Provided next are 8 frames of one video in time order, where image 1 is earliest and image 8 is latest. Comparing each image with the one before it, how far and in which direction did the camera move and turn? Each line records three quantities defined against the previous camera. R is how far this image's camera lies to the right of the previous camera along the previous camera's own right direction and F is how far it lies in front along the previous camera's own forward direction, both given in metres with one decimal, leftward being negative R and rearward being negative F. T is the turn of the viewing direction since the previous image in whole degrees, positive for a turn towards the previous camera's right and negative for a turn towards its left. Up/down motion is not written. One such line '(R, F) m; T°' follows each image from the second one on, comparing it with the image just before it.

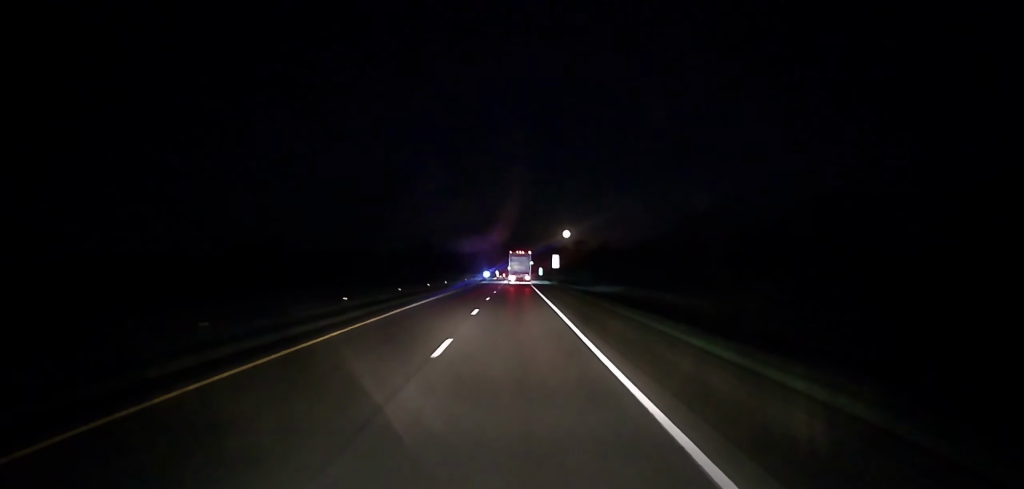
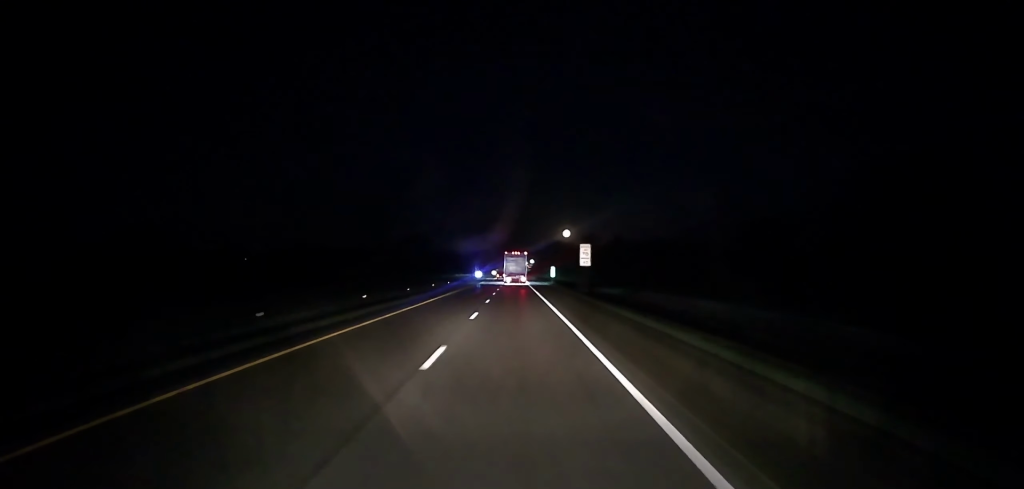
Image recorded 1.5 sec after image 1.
(+0.3, +50.0) m; +1°
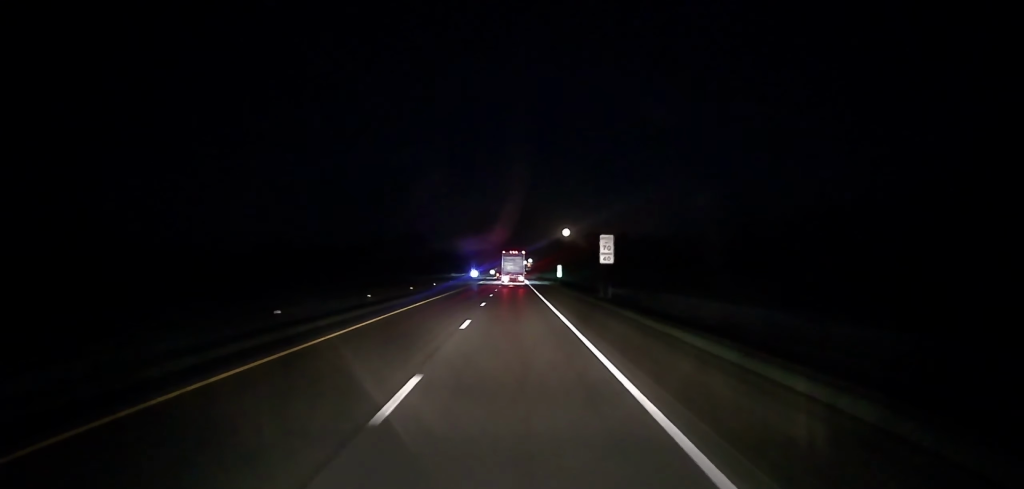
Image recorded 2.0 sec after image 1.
(0.0, +16.2) m; 0°
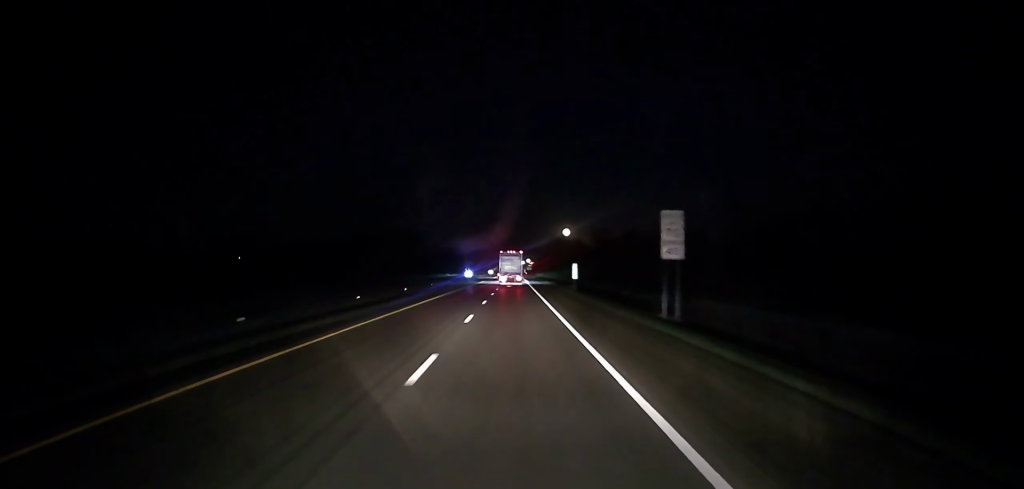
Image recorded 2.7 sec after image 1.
(0.0, +21.6) m; 0°
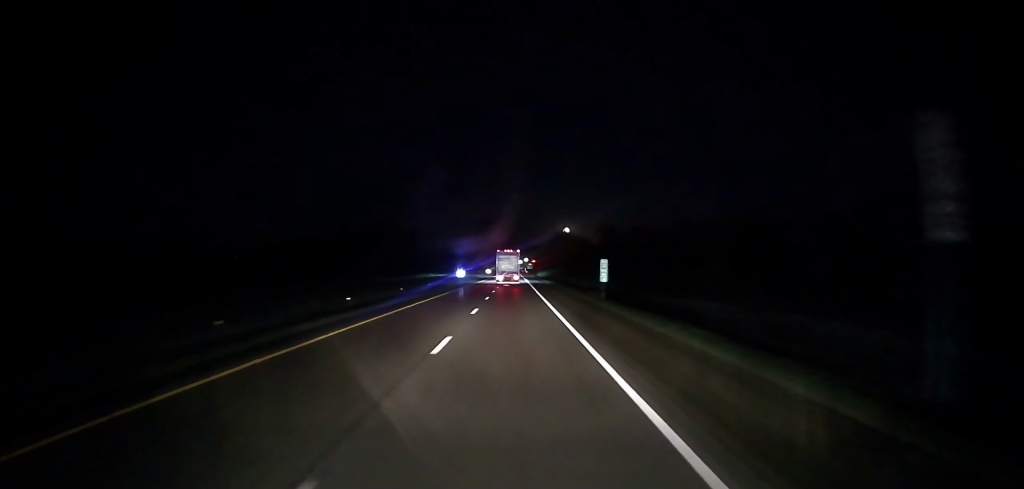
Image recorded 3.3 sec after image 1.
(-0.1, +20.4) m; 0°
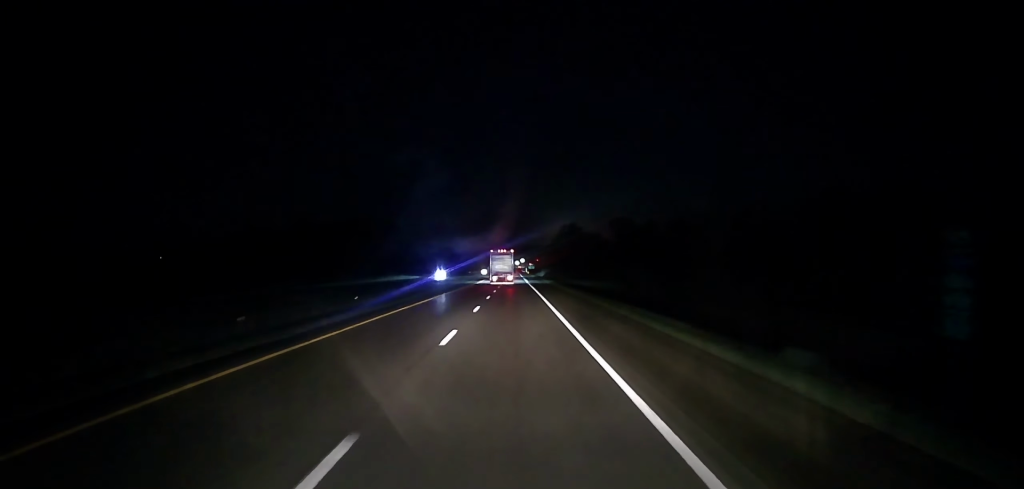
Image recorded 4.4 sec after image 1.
(+0.1, +34.5) m; 0°
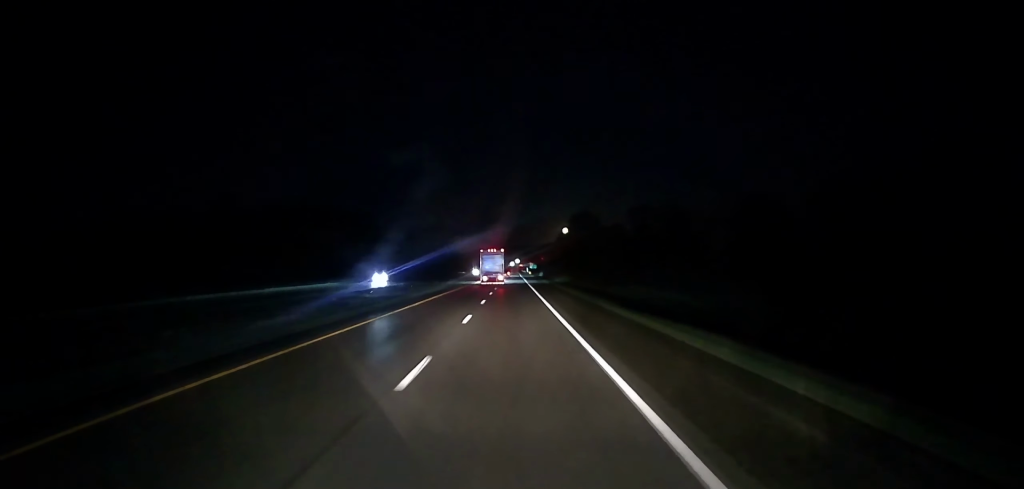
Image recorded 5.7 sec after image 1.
(0.0, +41.9) m; +1°
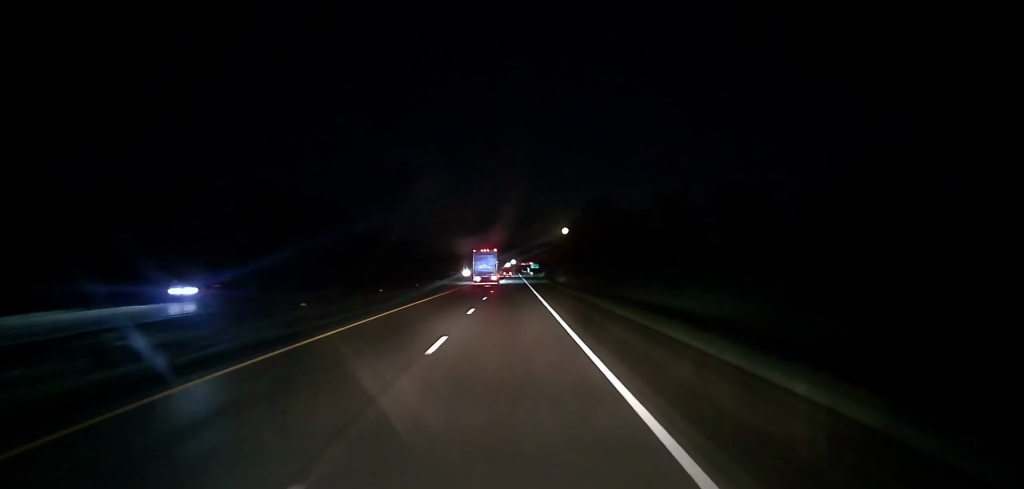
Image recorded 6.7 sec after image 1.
(+0.4, +32.2) m; 0°
